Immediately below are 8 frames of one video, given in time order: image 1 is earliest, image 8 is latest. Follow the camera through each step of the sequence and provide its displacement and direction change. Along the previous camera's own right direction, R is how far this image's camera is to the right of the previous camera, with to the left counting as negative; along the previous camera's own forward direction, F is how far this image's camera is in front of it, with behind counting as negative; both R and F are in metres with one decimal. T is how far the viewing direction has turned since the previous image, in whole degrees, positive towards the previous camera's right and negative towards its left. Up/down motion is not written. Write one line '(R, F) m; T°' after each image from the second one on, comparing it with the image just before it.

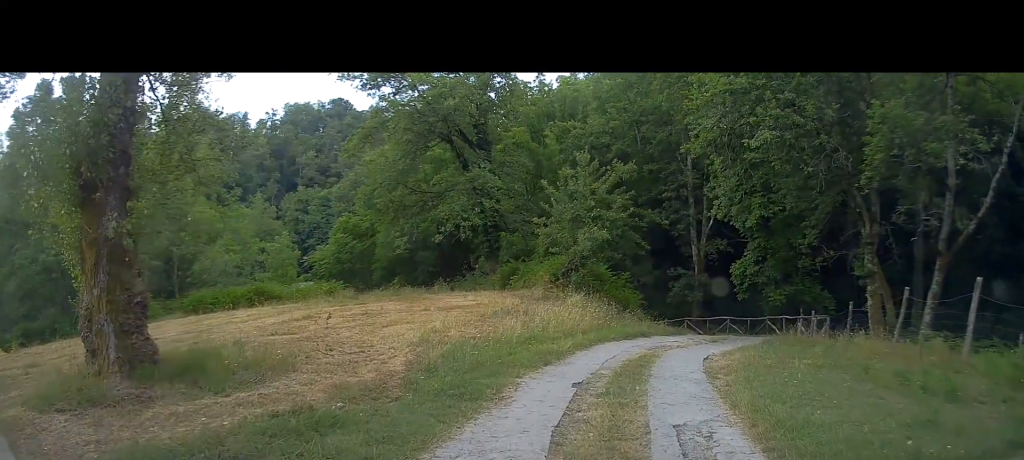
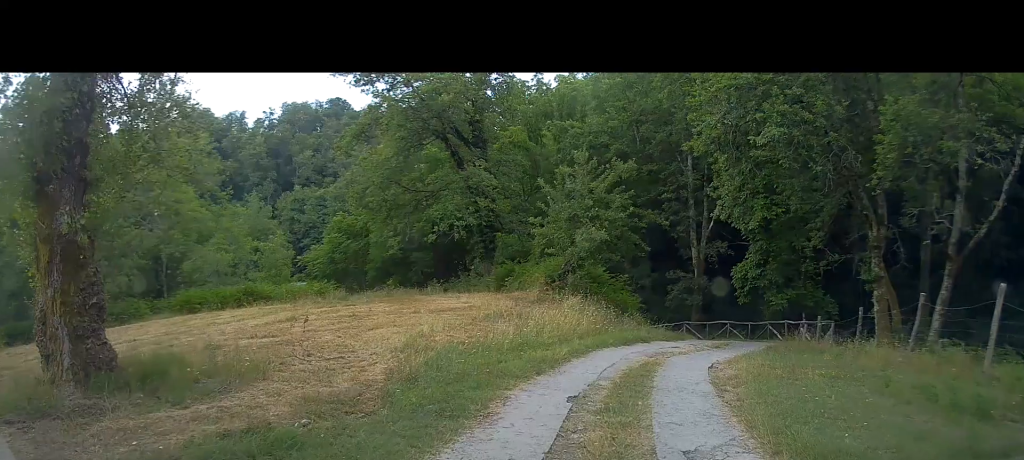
(0.0, +1.0) m; +2°
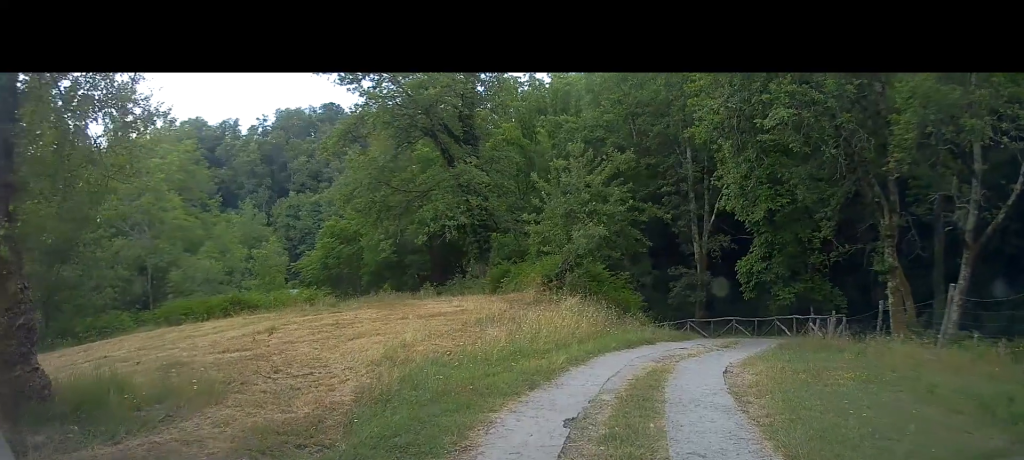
(-0.1, +1.5) m; -1°
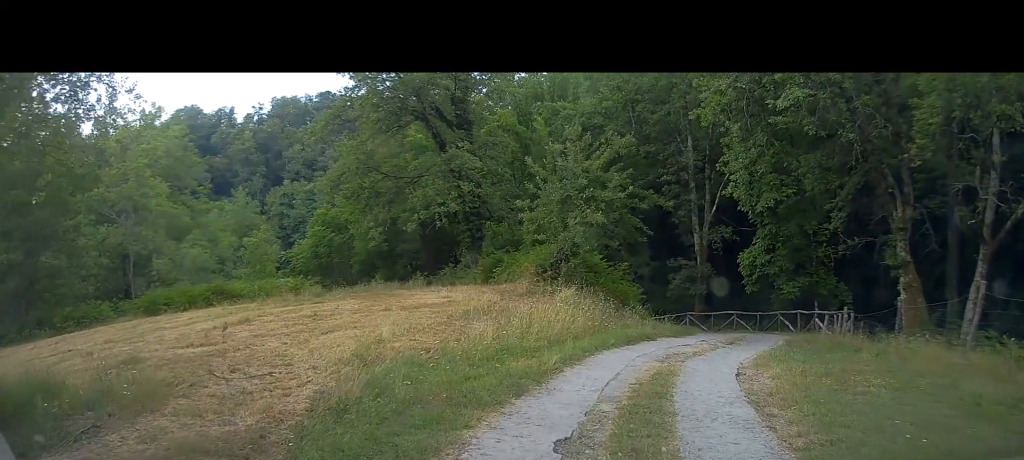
(0.0, +1.4) m; 0°
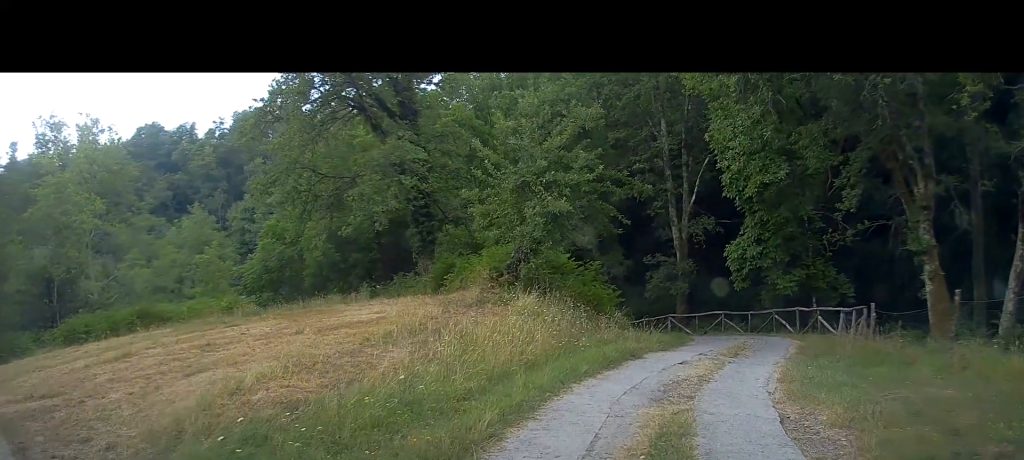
(+0.1, +4.0) m; +1°
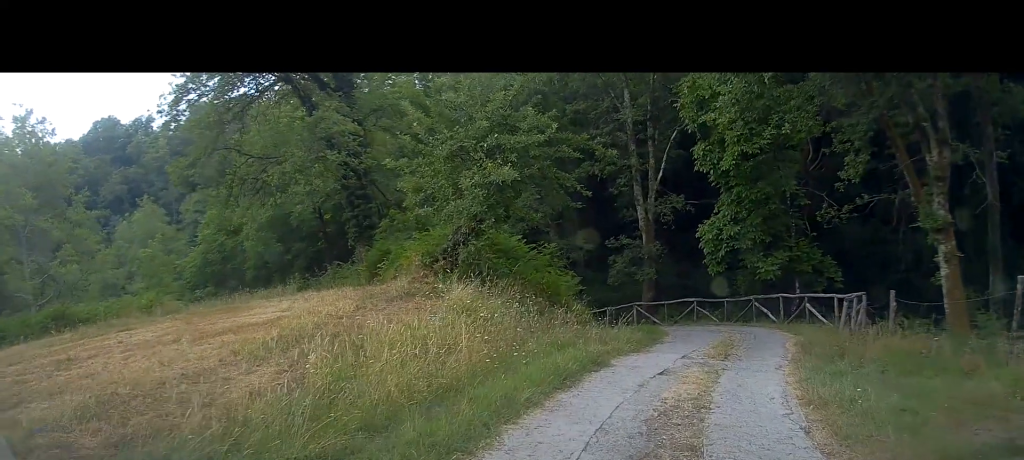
(+0.1, +3.0) m; +6°
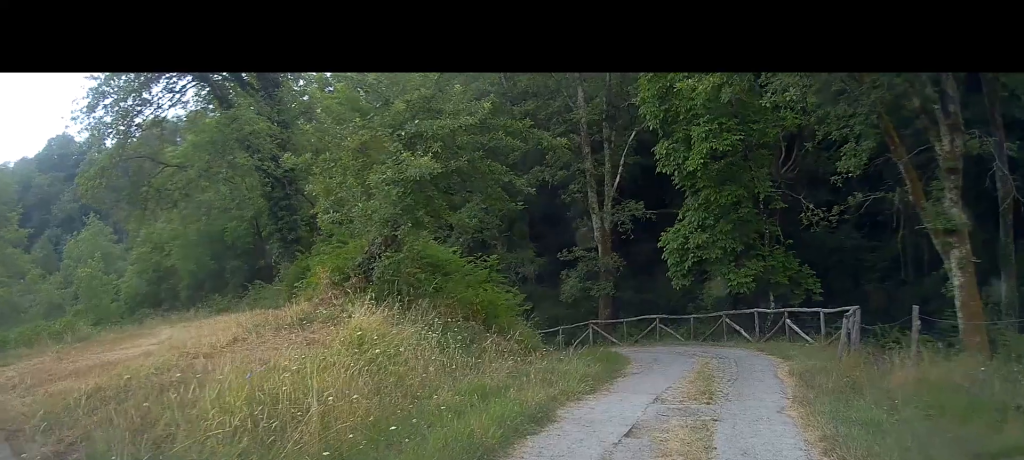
(+0.2, +3.5) m; +9°
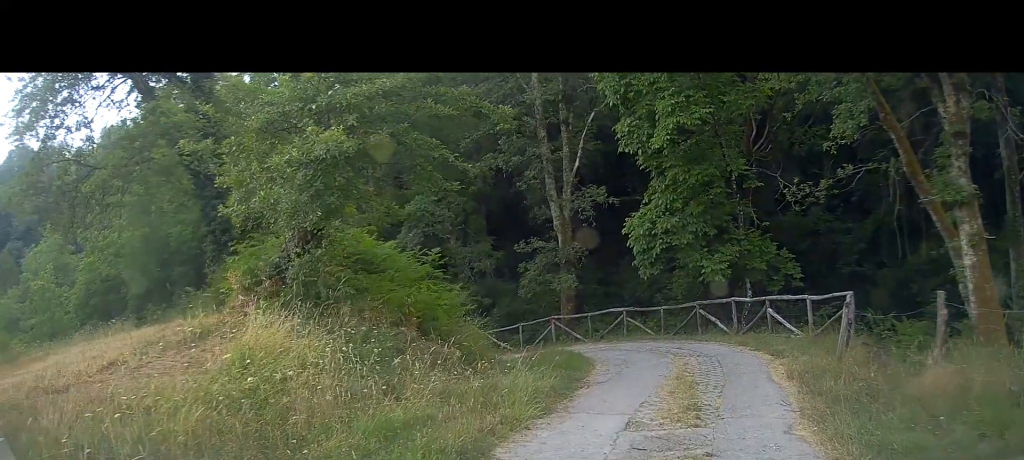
(+0.2, +2.3) m; +4°
